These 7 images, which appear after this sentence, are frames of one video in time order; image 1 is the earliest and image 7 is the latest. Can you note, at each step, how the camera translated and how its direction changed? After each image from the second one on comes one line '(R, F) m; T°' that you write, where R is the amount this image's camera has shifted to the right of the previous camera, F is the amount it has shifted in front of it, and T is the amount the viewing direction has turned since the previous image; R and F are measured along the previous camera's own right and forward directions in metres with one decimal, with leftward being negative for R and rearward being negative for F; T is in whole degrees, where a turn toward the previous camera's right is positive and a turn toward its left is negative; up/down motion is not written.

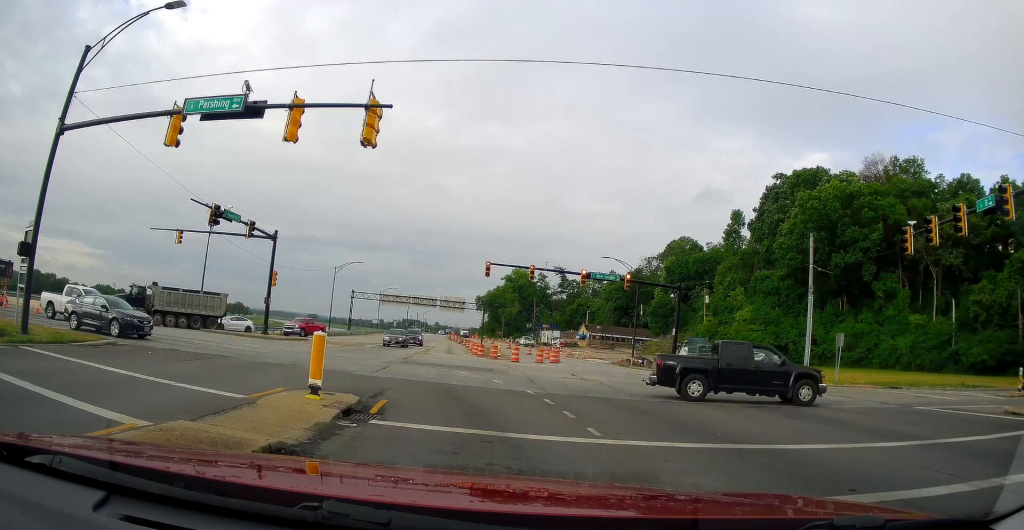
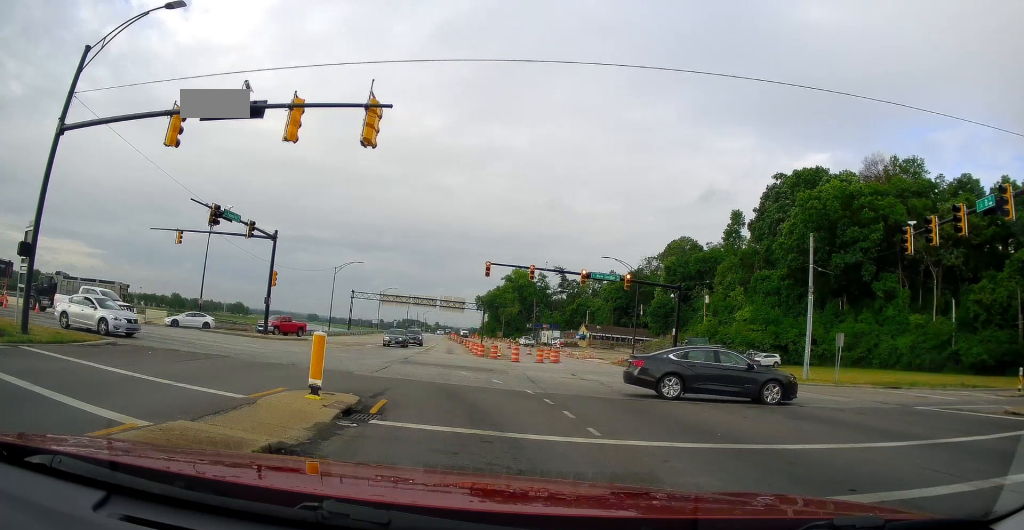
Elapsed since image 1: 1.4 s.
(0.0, 0.0) m; 0°
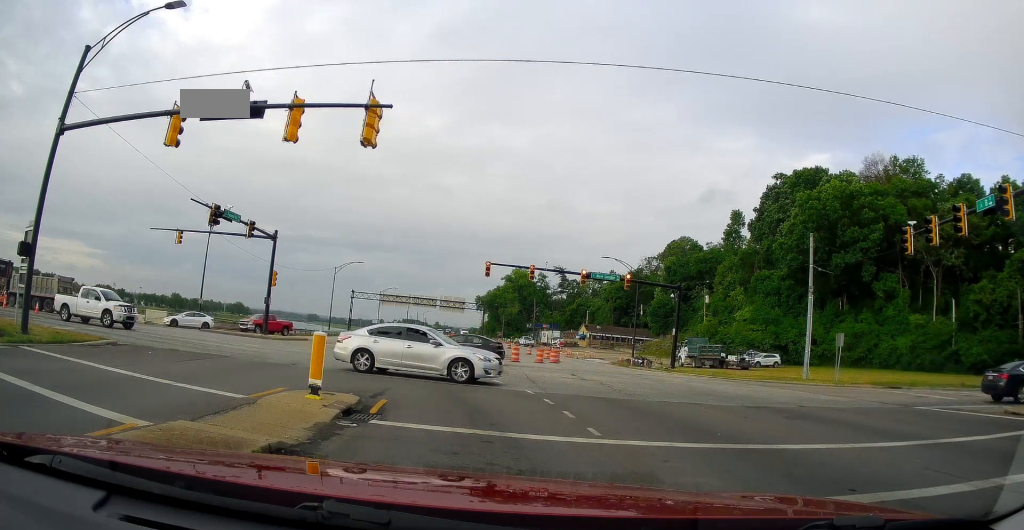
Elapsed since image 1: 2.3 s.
(0.0, 0.0) m; 0°
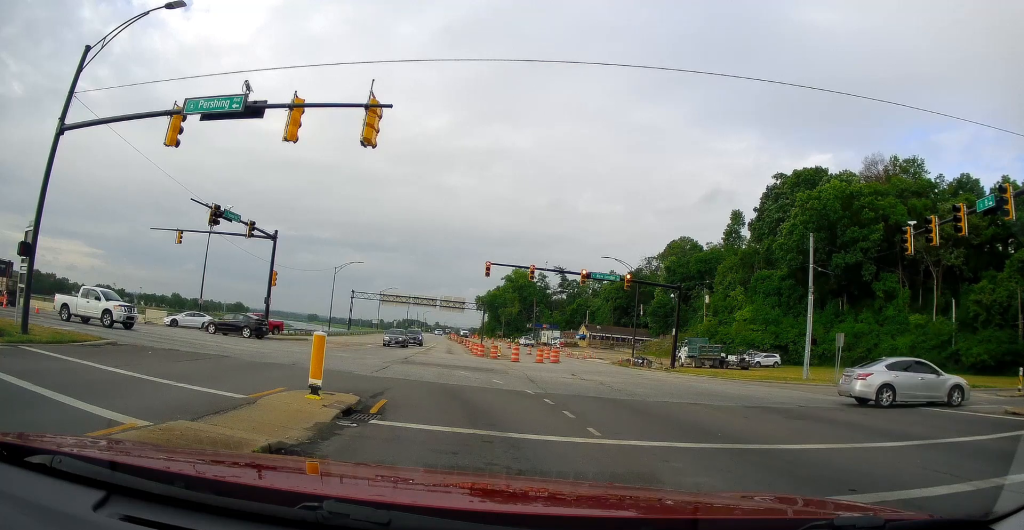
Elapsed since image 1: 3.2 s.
(0.0, 0.0) m; 0°
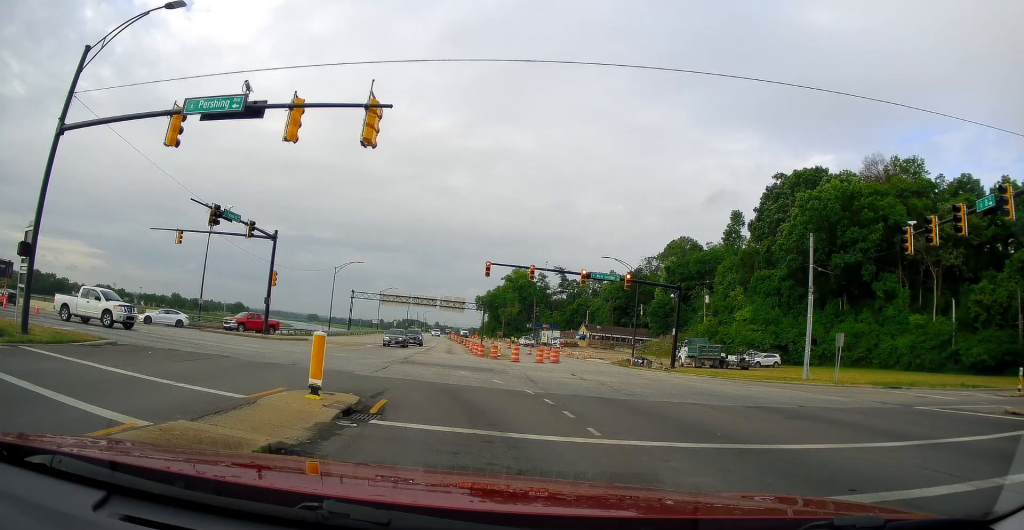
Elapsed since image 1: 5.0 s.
(0.0, 0.0) m; 0°
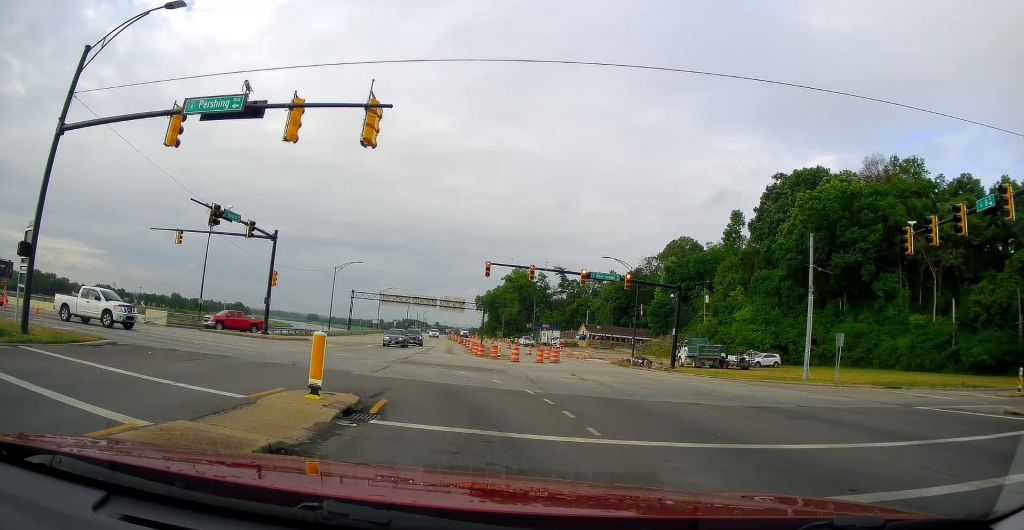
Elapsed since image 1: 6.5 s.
(0.0, 0.0) m; 0°
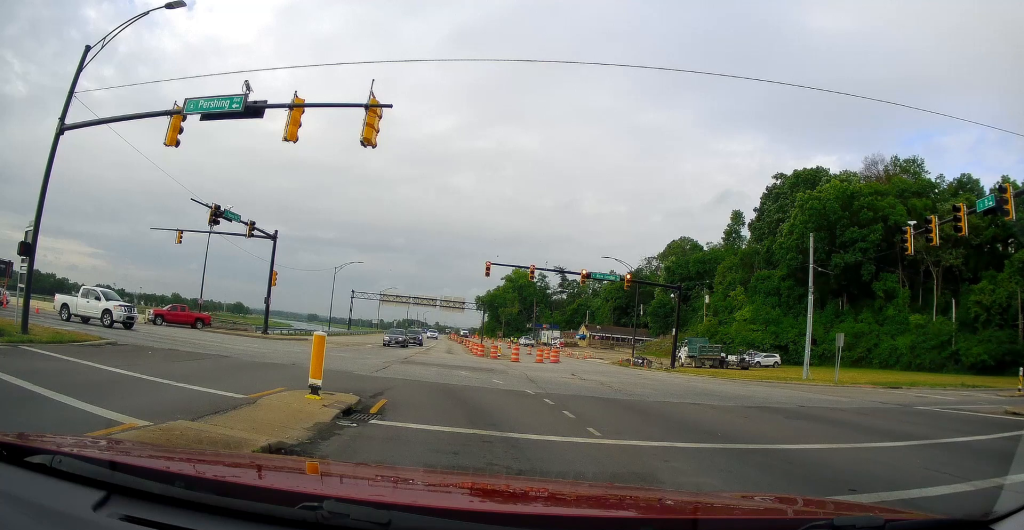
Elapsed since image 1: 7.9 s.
(0.0, 0.0) m; 0°
